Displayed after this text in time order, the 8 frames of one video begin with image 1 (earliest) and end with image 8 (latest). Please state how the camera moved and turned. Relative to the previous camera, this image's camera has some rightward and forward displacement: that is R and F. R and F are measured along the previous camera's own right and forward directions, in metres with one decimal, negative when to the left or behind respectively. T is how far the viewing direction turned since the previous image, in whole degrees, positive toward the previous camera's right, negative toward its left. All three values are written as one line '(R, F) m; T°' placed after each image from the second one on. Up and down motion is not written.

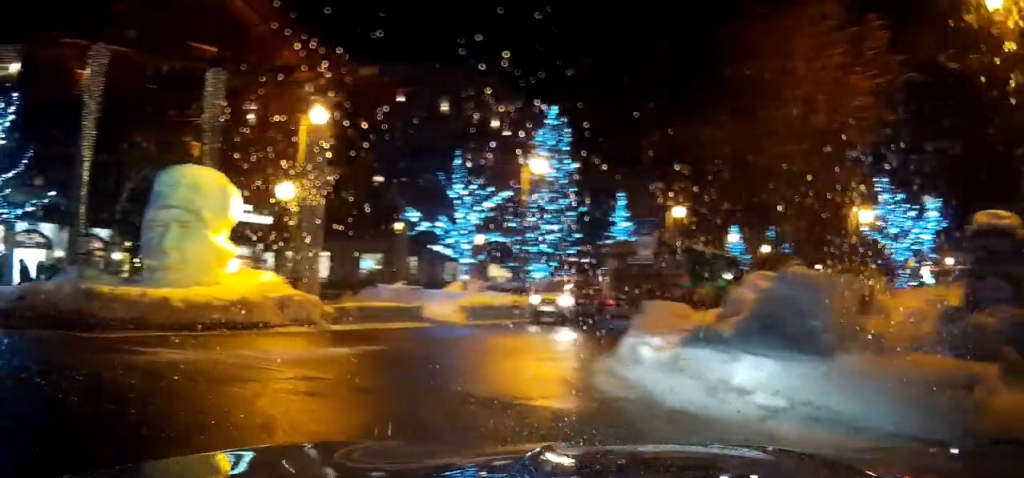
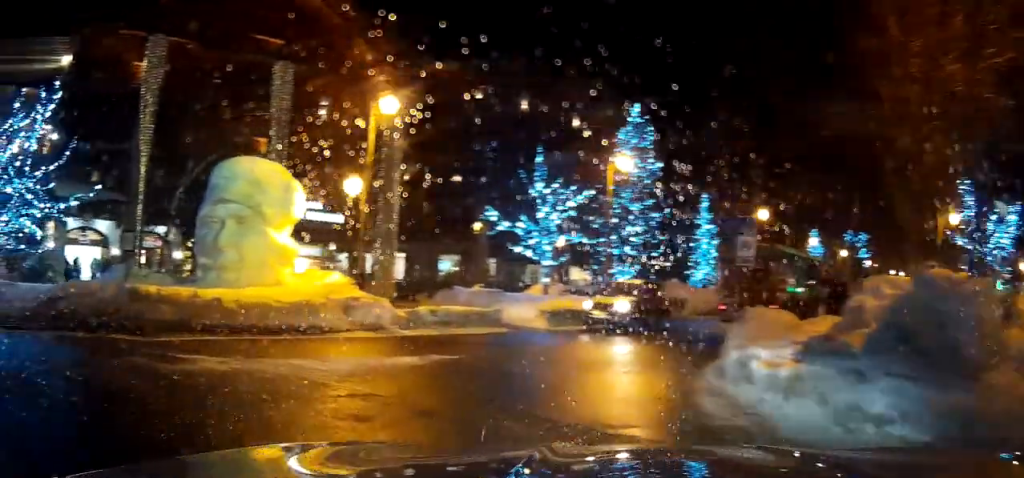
(-0.1, +1.2) m; -4°
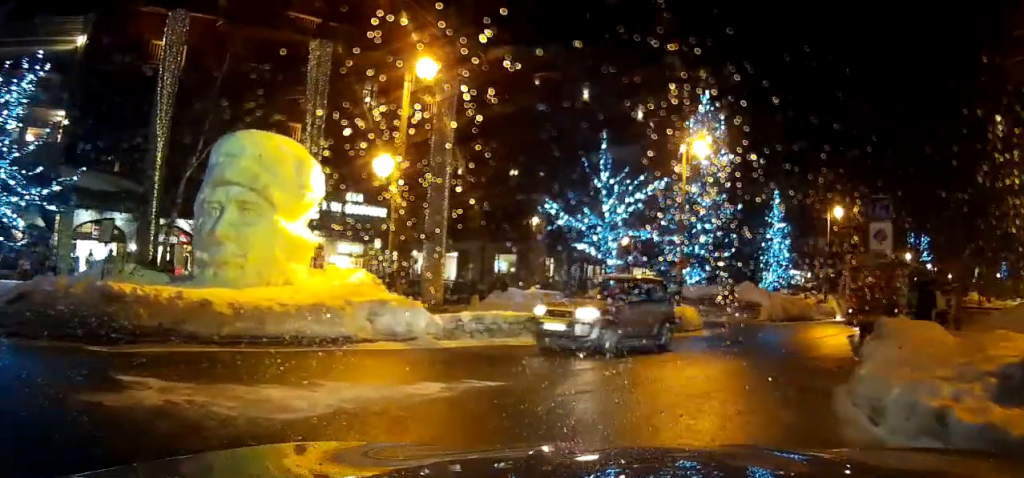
(0.0, +2.6) m; 0°
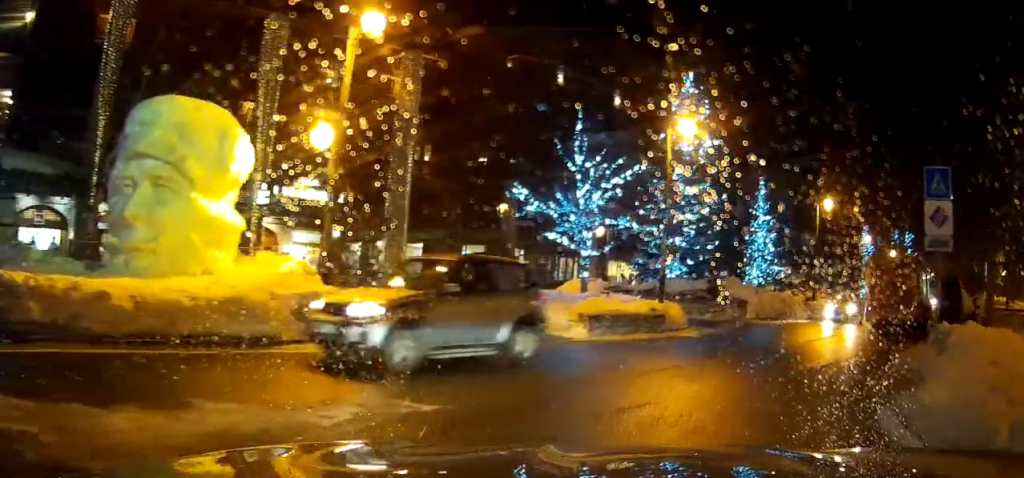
(0.0, +1.6) m; +1°
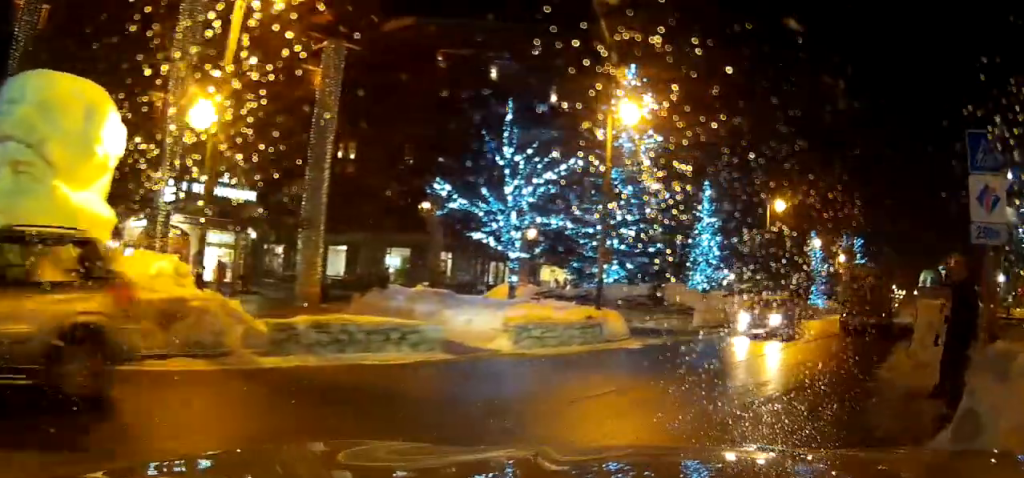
(0.0, +1.4) m; 0°
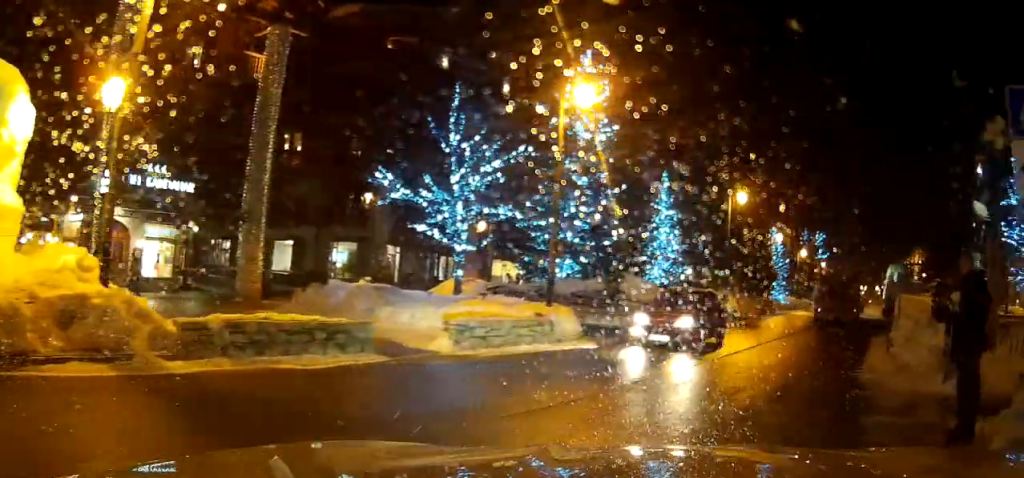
(+0.1, +0.8) m; 0°
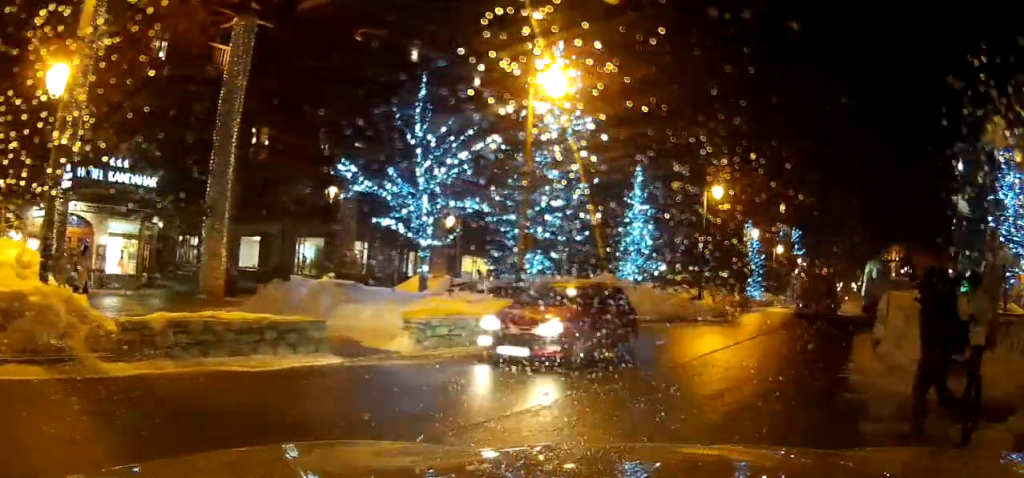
(+0.1, +0.6) m; 0°
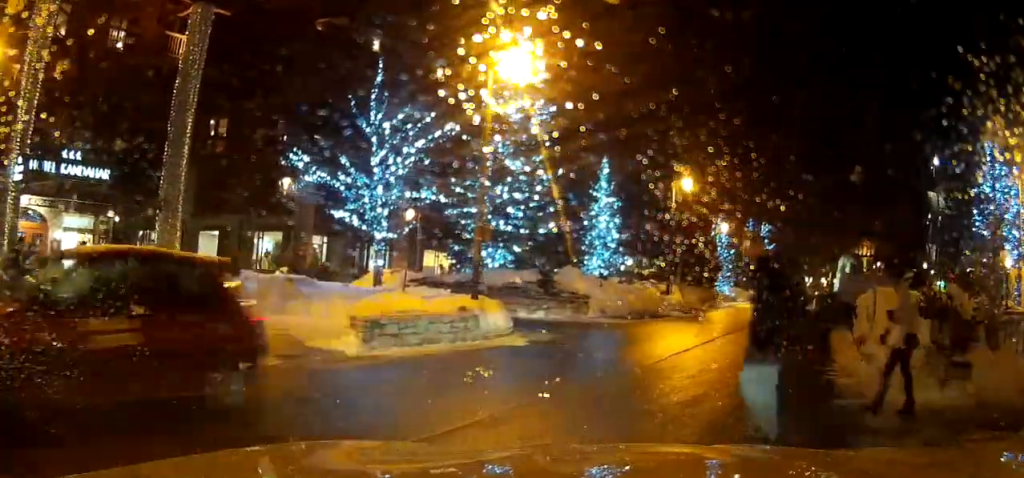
(+0.1, +1.0) m; 0°
